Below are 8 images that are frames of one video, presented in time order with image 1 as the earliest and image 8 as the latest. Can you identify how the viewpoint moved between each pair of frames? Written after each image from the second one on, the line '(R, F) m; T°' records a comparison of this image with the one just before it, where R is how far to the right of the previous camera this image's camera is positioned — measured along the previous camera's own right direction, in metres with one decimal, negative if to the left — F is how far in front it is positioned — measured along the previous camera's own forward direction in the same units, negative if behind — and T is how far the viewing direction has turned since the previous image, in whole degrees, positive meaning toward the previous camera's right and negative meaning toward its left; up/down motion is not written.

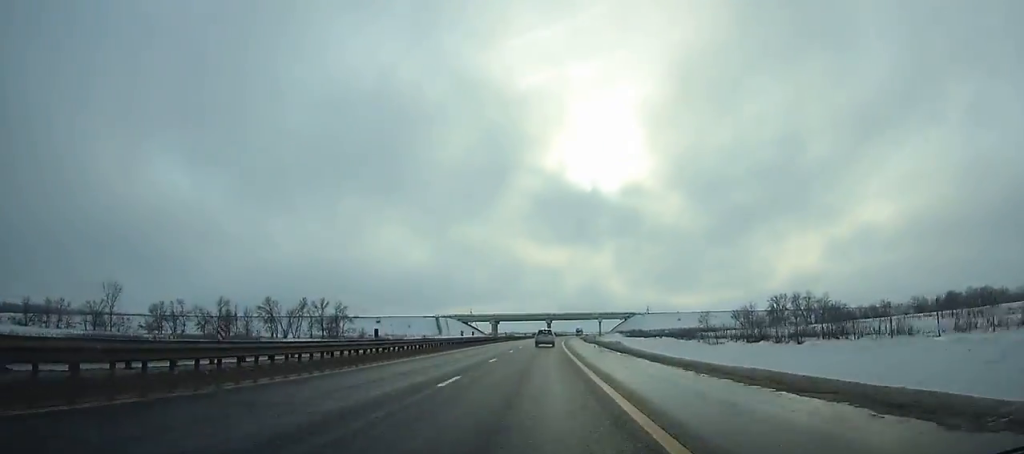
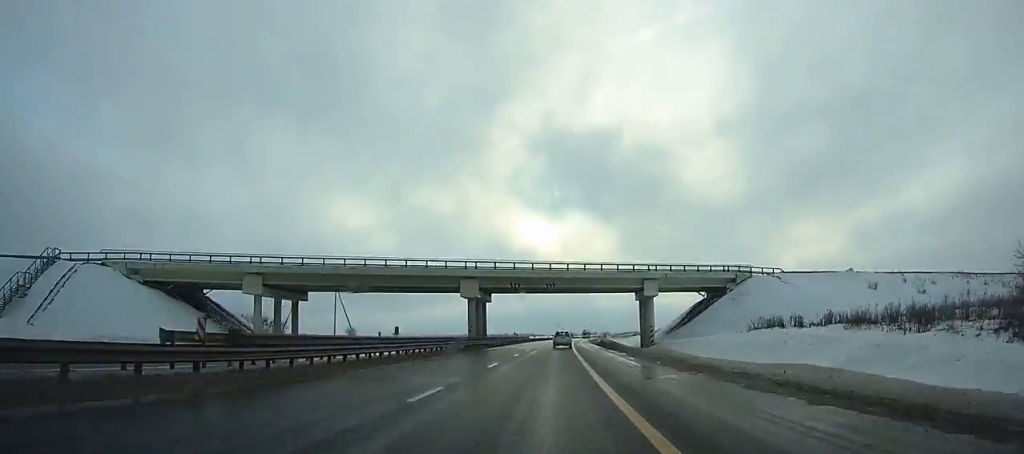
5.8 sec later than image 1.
(+3.0, +158.4) m; +3°
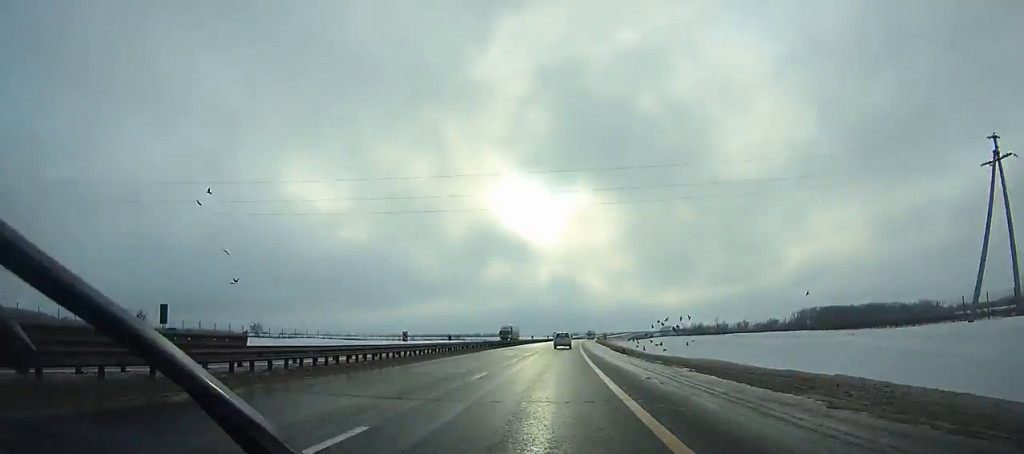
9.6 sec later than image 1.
(+1.9, +101.2) m; +2°
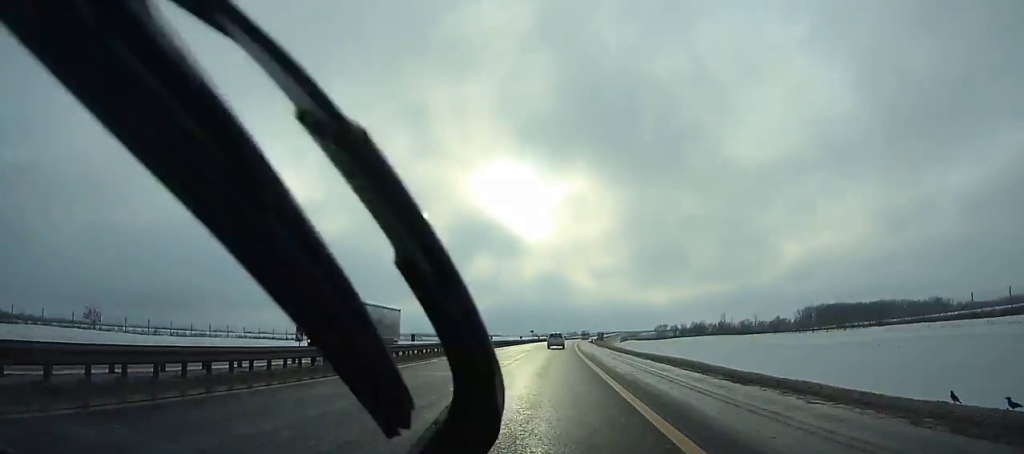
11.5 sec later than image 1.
(+0.7, +50.4) m; +1°
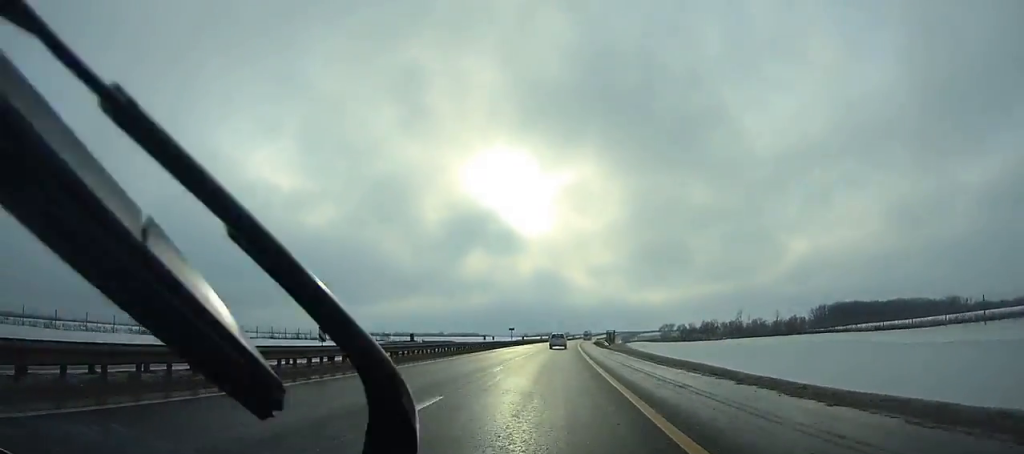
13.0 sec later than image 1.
(+0.3, +39.8) m; +1°
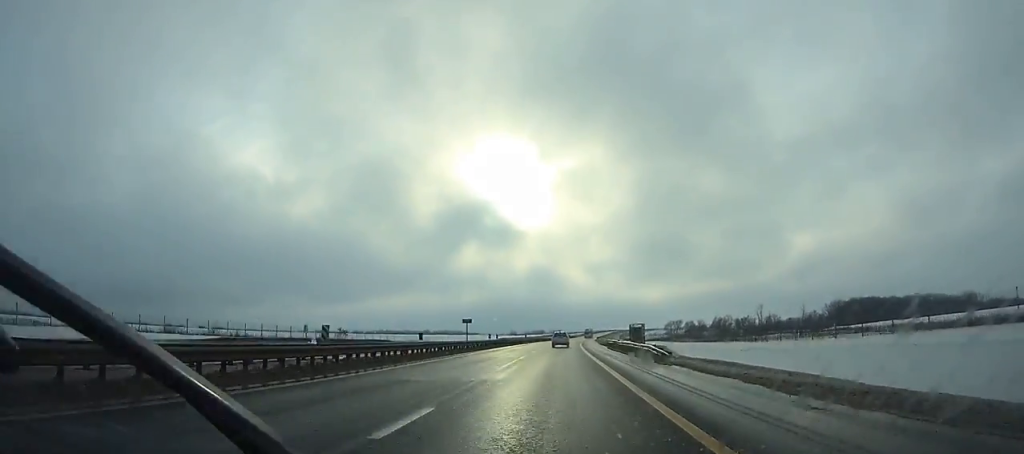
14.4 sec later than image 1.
(+0.4, +37.2) m; +1°
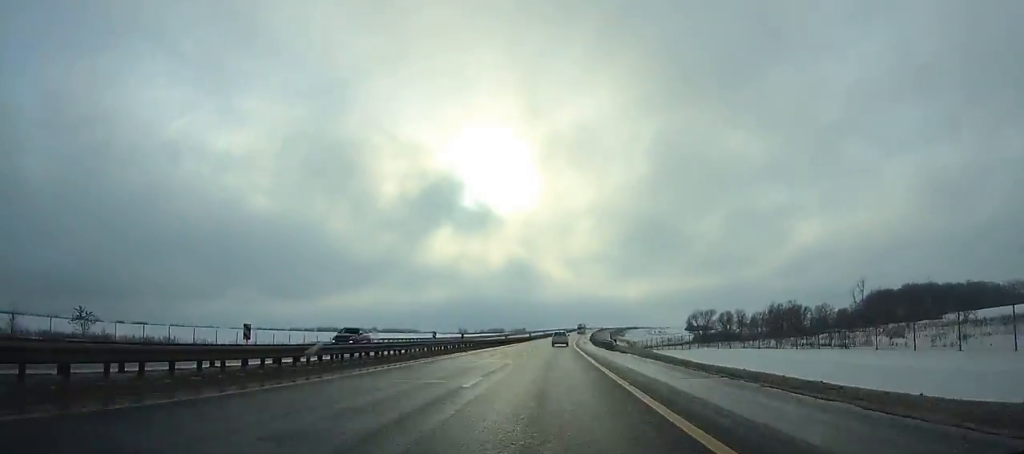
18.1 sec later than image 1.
(+2.9, +98.9) m; +3°
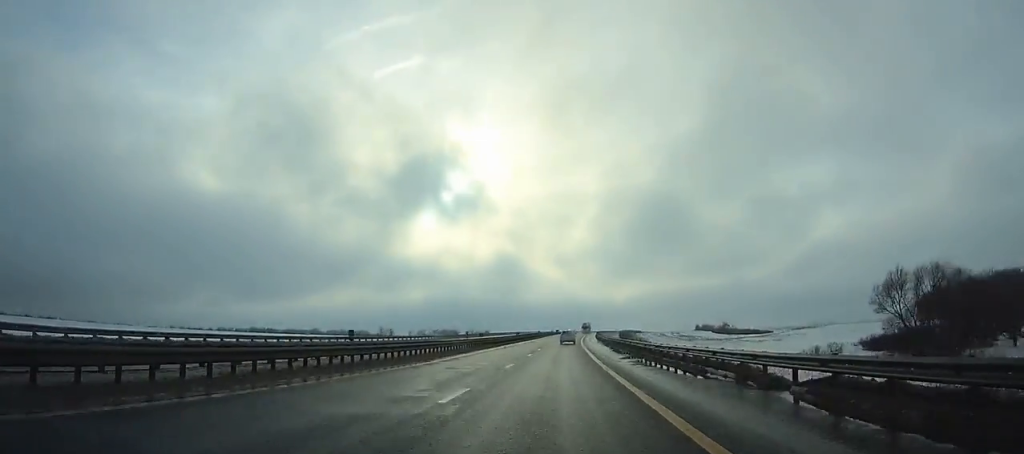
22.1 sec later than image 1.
(+2.6, +109.9) m; +3°
